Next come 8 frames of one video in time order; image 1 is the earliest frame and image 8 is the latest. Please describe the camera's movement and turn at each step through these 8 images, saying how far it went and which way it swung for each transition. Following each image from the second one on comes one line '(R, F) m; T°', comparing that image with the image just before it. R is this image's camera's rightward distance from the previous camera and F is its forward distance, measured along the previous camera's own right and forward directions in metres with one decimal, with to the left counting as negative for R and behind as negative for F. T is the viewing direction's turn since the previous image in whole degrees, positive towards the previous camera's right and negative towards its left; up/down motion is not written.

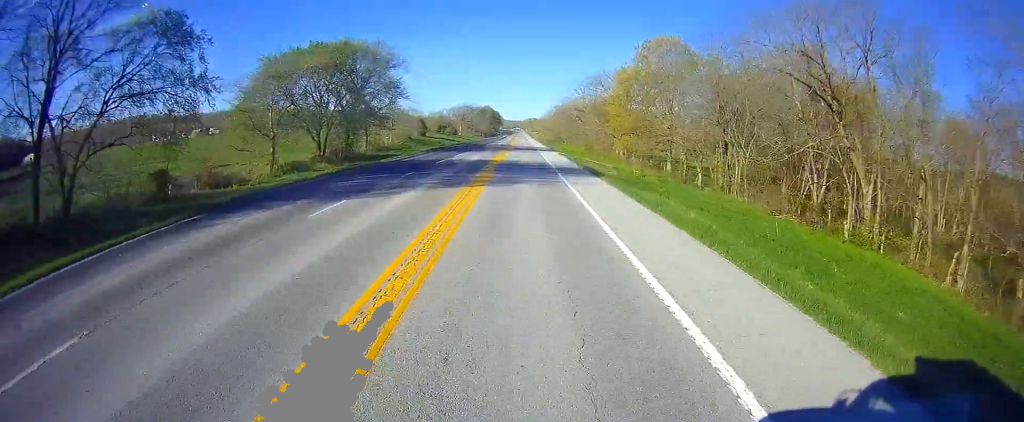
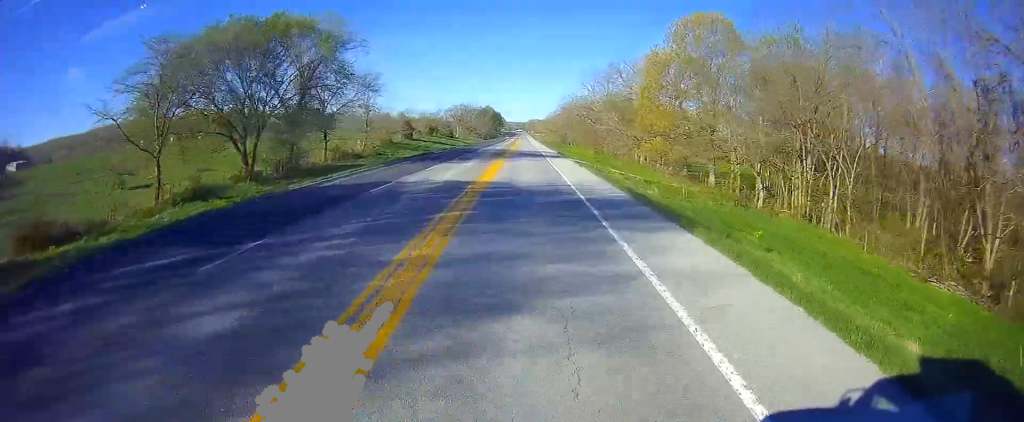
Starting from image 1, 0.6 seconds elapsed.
(-0.1, +17.7) m; +1°
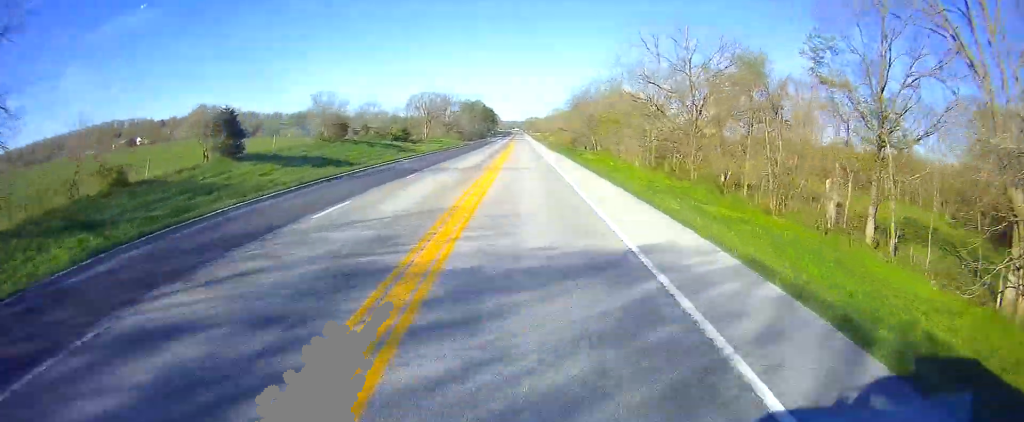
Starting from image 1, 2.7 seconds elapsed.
(-0.1, +66.7) m; -1°
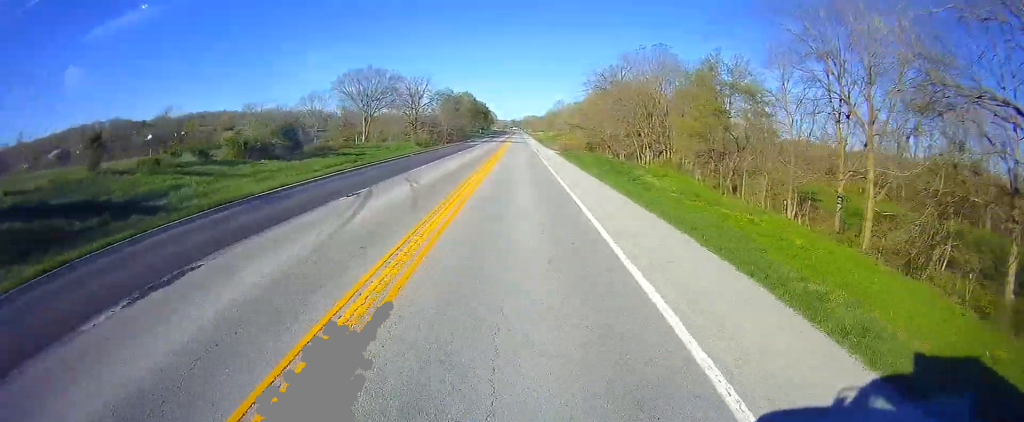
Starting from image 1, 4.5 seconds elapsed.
(+0.3, +57.2) m; 0°
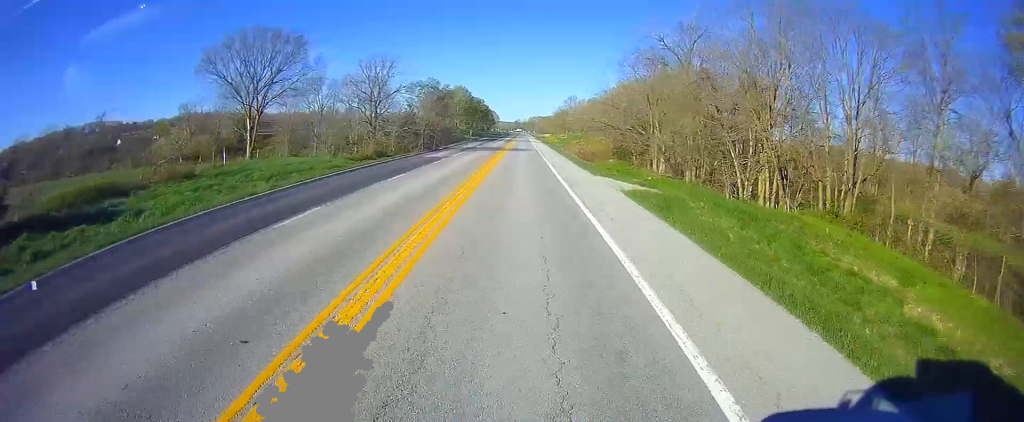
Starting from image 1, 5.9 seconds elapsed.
(0.0, +41.5) m; 0°
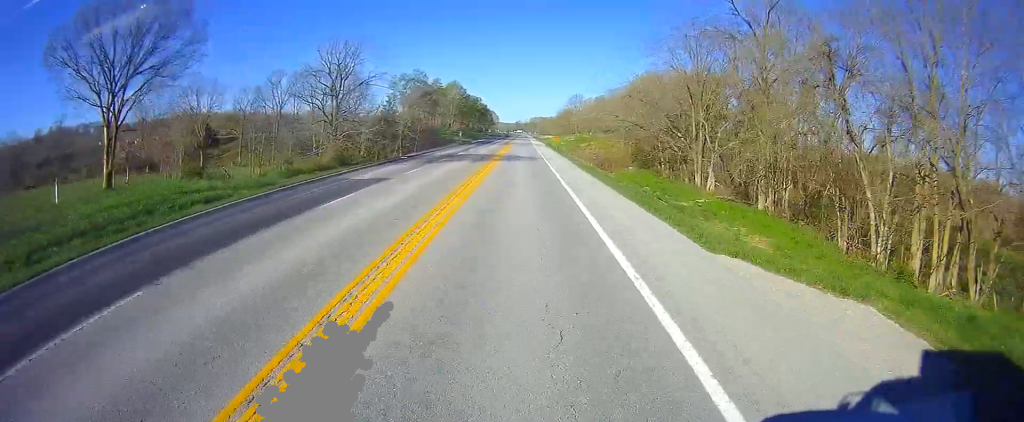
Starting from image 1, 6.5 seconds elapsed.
(+0.3, +20.8) m; 0°
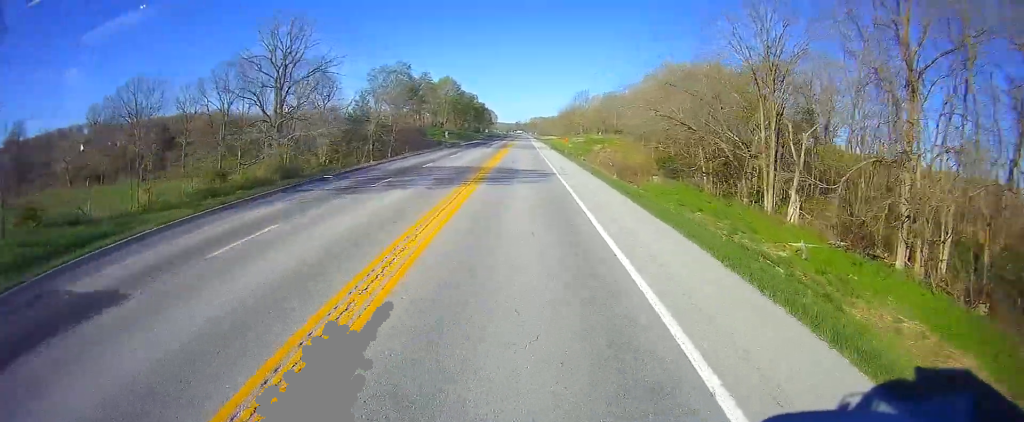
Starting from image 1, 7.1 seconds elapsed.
(-0.2, +18.7) m; 0°
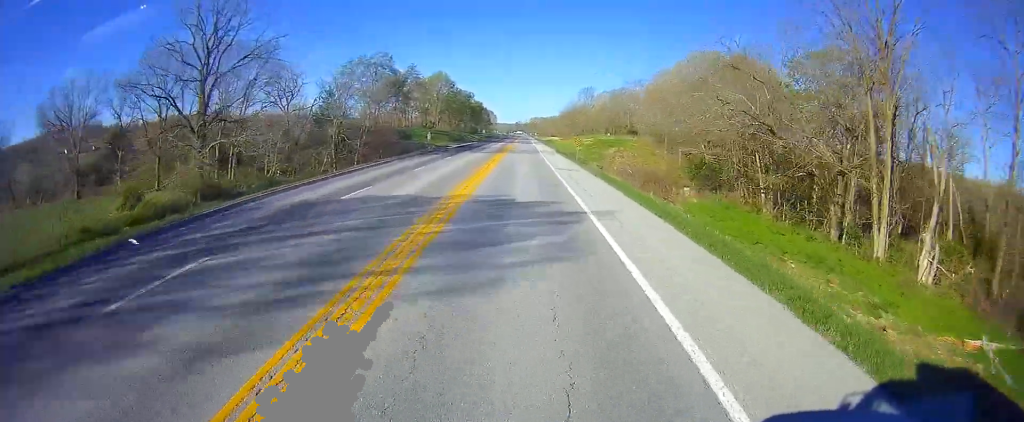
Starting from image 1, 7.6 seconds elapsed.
(-0.1, +15.6) m; 0°
